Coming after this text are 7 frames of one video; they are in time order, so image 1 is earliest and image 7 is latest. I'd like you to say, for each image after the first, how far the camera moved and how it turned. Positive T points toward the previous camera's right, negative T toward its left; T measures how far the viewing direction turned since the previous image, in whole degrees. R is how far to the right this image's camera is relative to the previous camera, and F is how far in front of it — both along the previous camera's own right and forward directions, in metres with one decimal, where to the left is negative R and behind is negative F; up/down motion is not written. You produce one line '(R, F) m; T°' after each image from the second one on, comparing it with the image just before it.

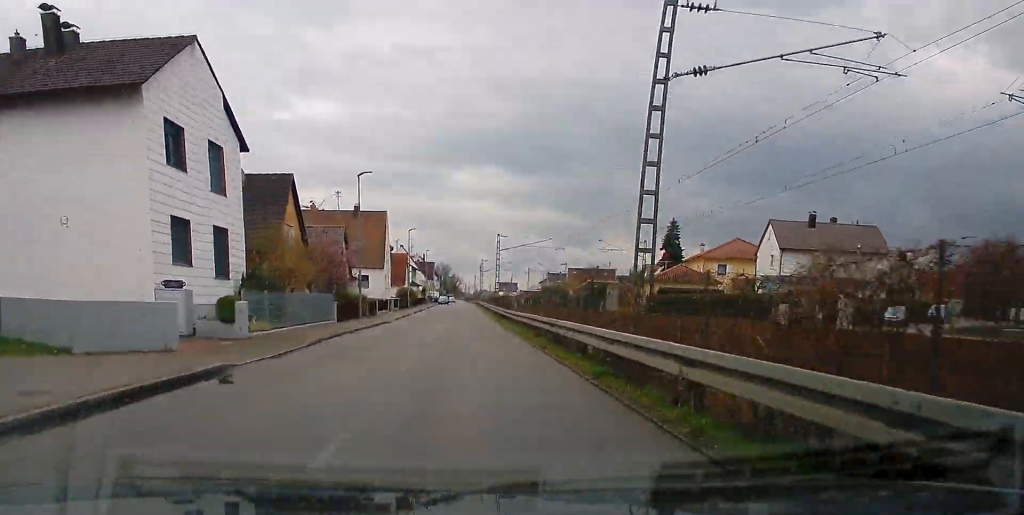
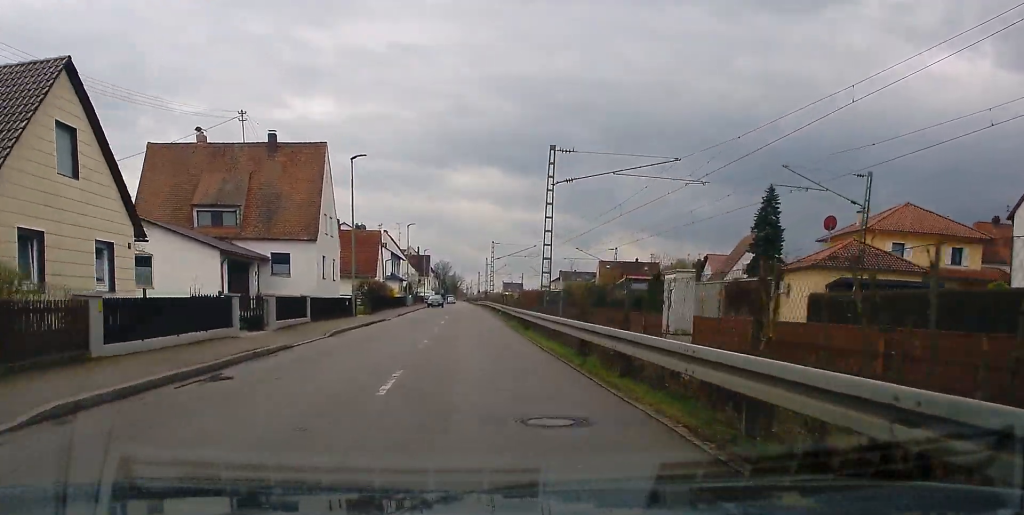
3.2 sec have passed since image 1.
(+1.9, +40.1) m; +3°
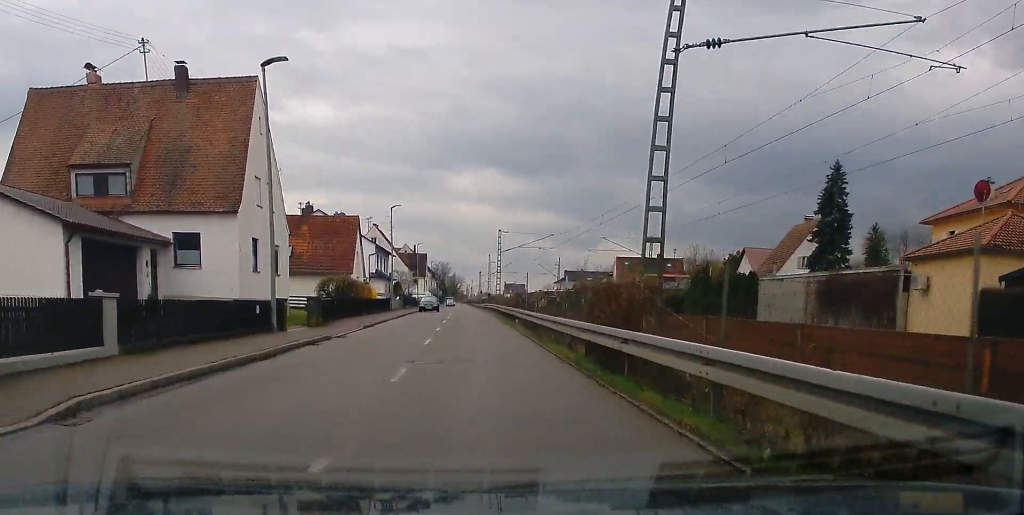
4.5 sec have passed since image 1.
(+0.1, +16.1) m; 0°
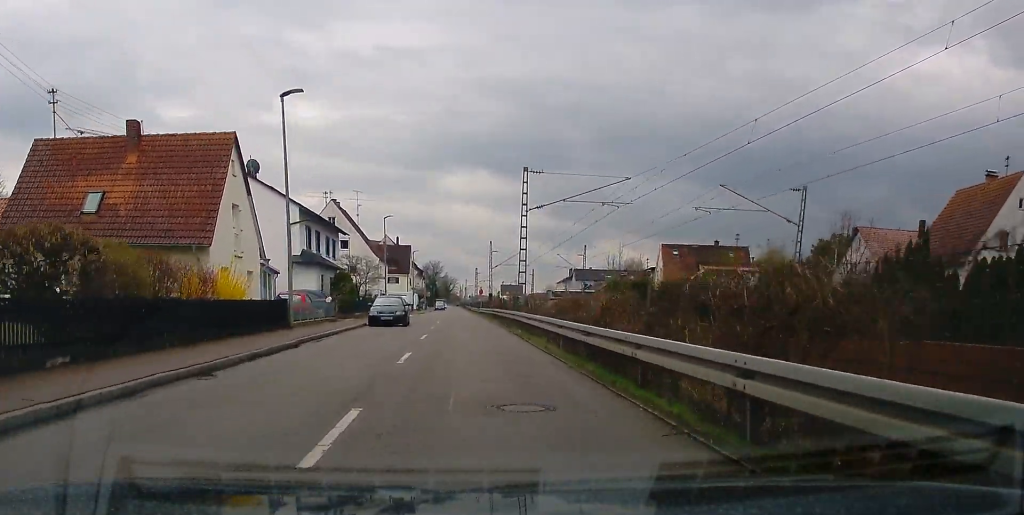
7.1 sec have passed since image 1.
(-0.2, +32.8) m; -1°
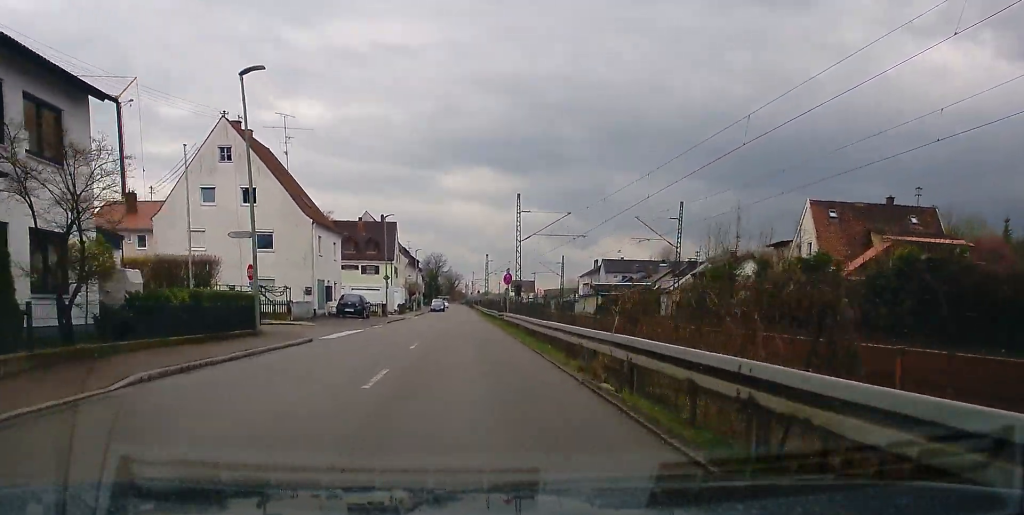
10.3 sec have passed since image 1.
(-0.5, +40.6) m; 0°
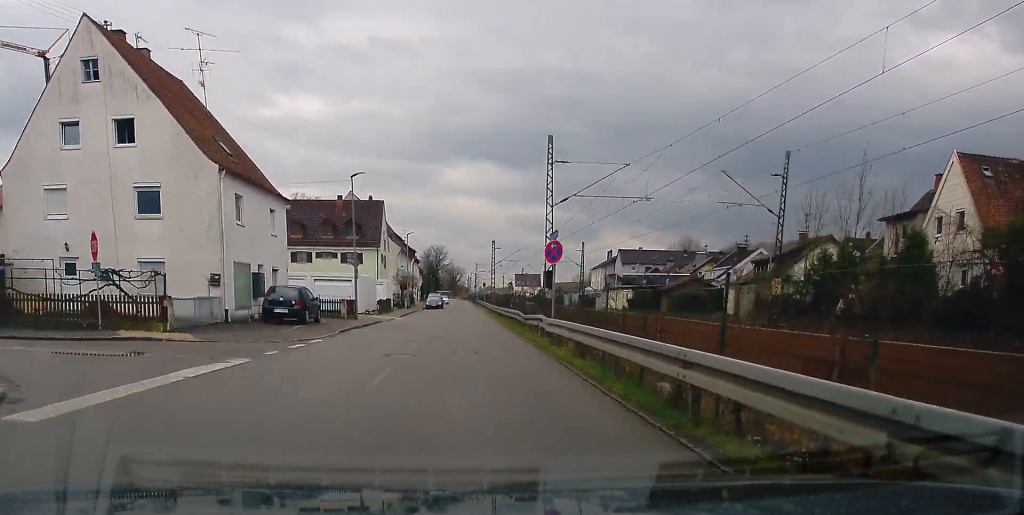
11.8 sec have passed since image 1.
(+0.2, +18.2) m; +1°
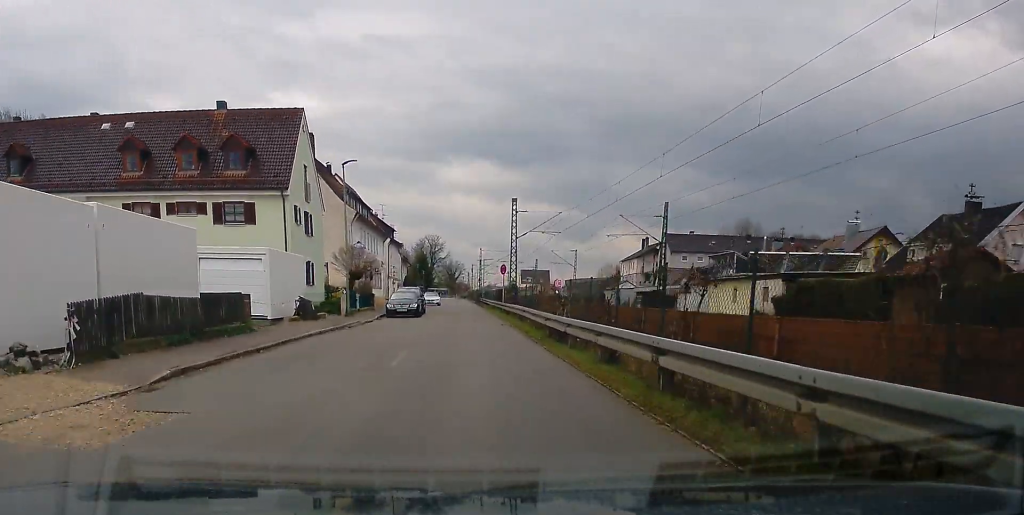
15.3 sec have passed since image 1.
(+0.2, +42.2) m; 0°
